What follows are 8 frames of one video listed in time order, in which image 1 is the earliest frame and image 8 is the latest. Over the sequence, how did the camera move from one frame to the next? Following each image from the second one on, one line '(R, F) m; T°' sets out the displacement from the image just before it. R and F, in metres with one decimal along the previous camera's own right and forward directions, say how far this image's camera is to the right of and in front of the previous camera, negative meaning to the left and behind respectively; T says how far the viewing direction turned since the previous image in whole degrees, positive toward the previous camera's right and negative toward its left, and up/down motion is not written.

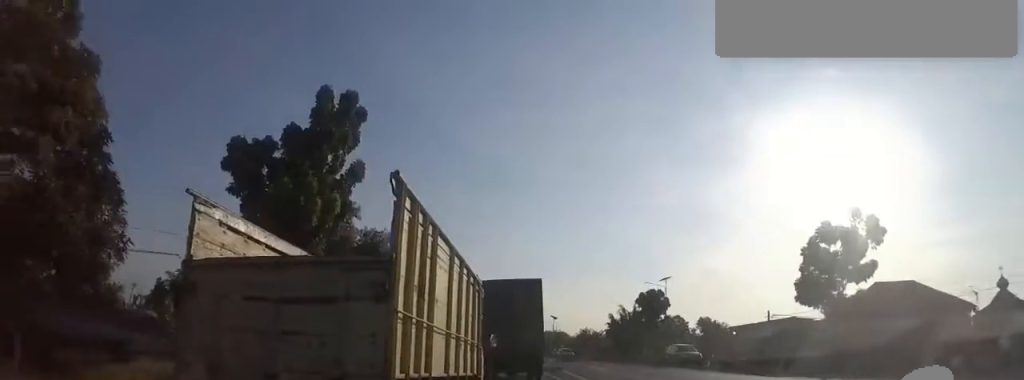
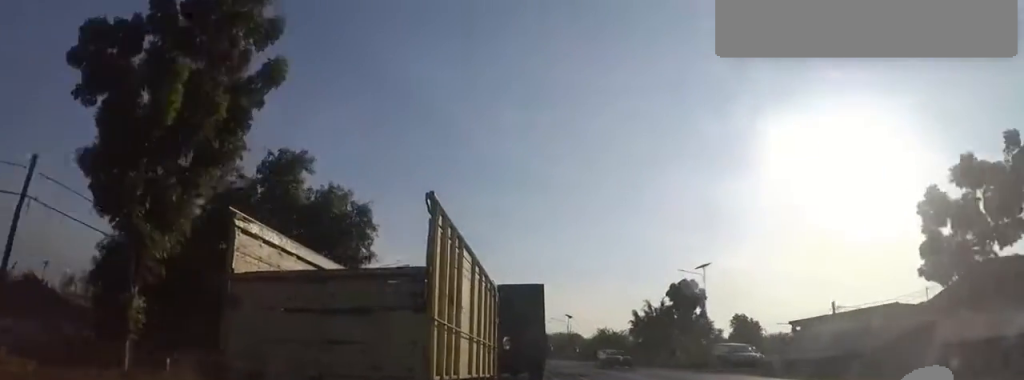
(0.0, +7.7) m; 0°
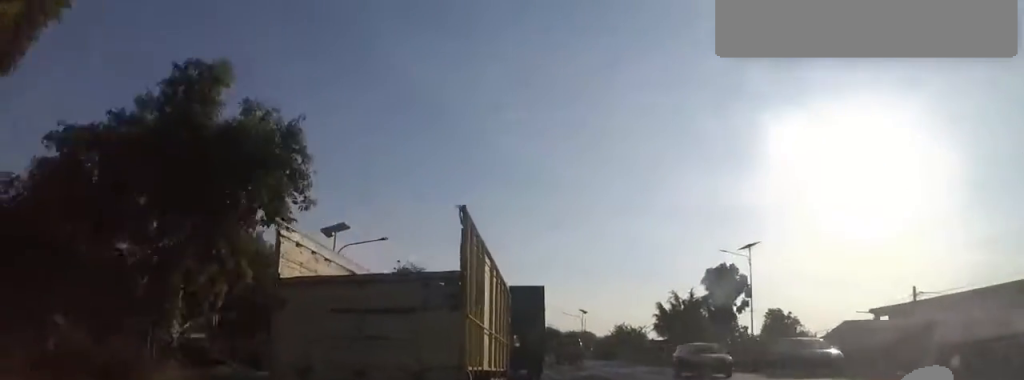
(0.0, +6.8) m; 0°
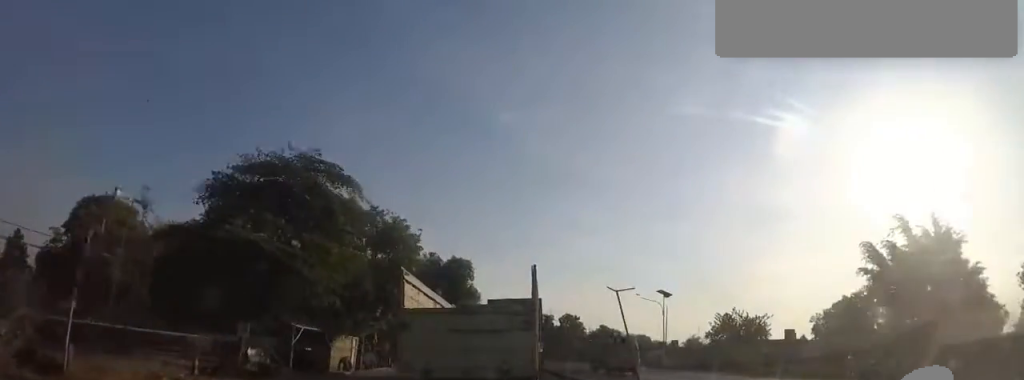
(-1.3, +27.8) m; -8°
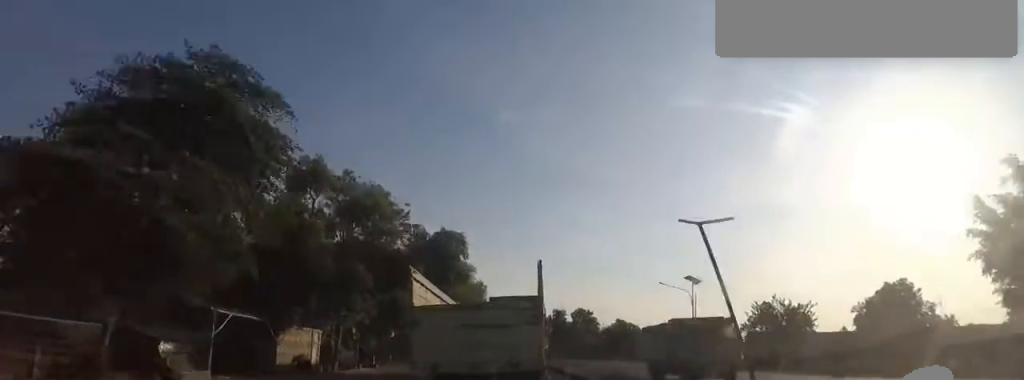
(-0.1, +6.1) m; -1°
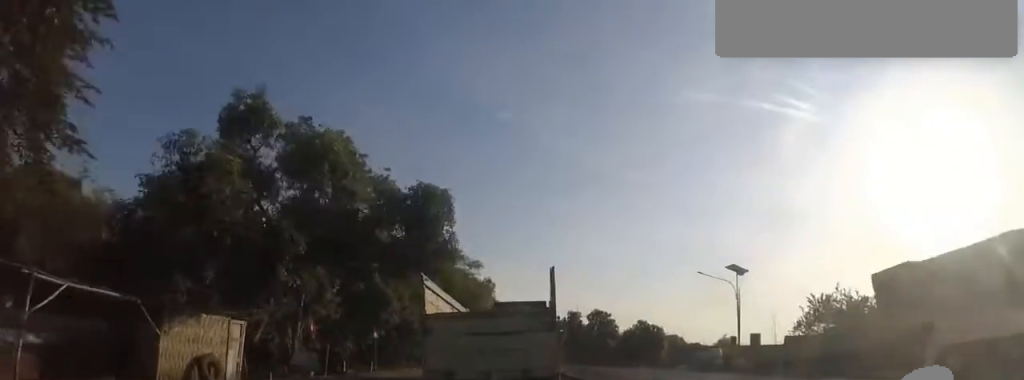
(-0.2, +7.0) m; 0°
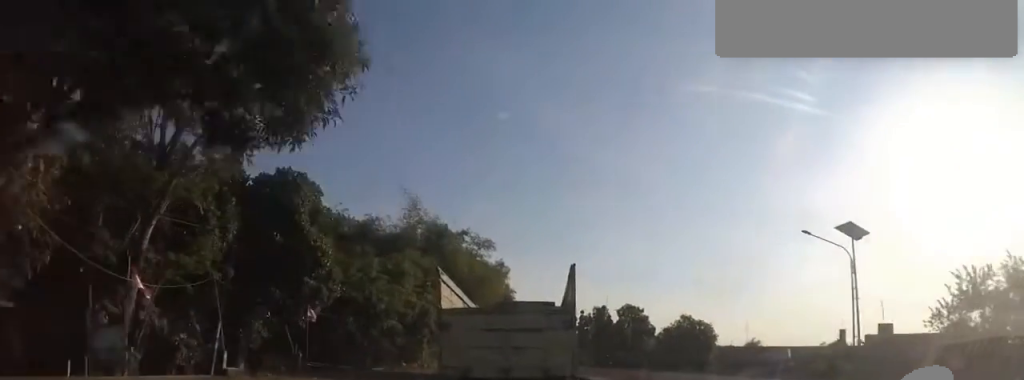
(+0.2, +11.5) m; -3°
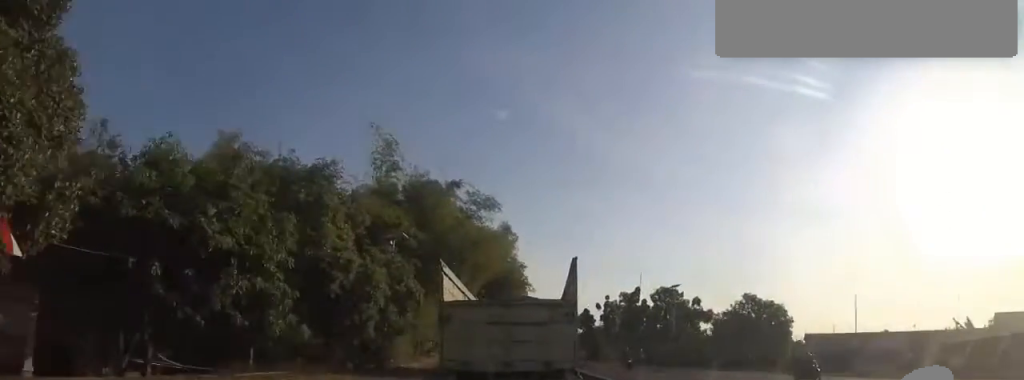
(-0.9, +13.7) m; -1°
